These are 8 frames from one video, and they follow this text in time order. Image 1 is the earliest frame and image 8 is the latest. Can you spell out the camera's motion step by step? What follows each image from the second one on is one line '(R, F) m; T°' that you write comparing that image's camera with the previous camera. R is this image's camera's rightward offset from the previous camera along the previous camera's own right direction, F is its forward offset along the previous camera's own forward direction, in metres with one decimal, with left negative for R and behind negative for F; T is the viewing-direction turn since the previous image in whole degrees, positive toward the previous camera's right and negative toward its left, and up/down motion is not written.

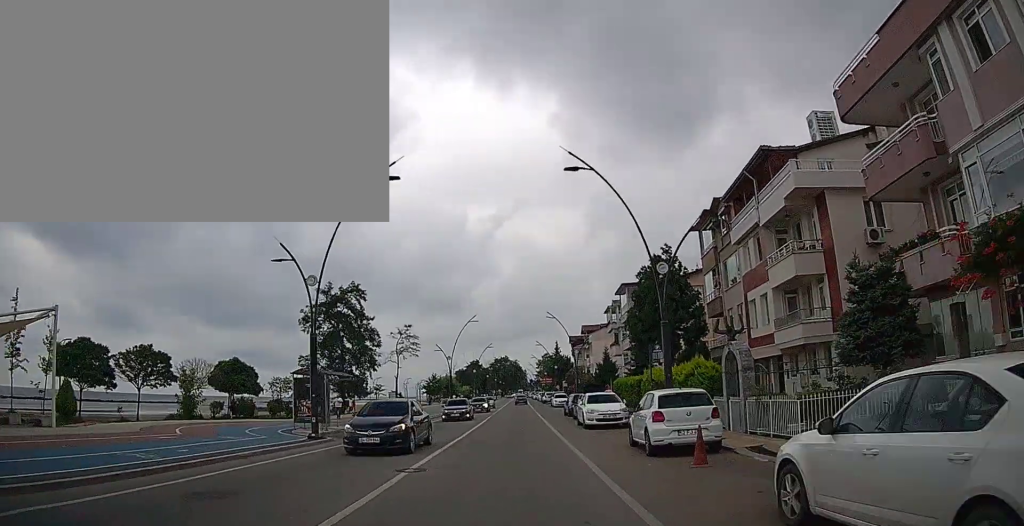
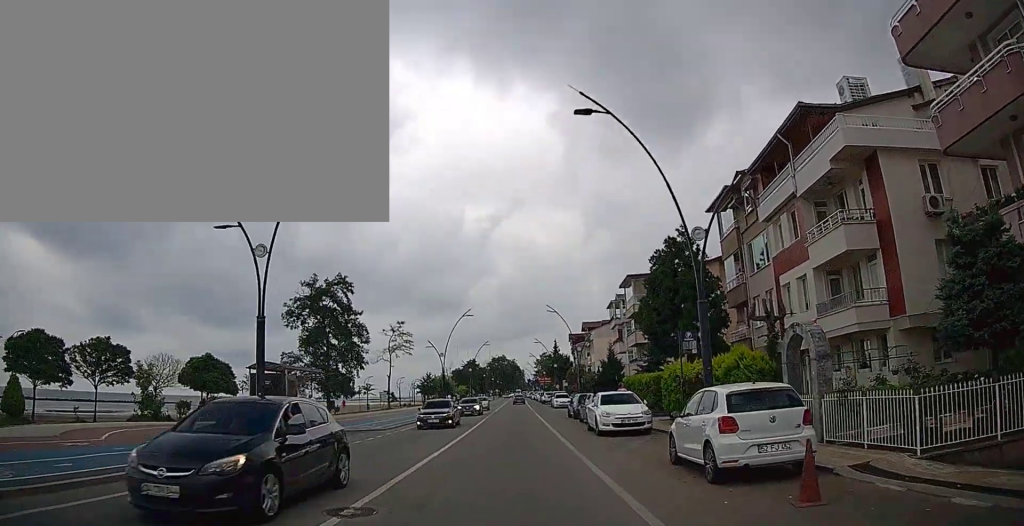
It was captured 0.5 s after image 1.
(0.0, +4.1) m; 0°
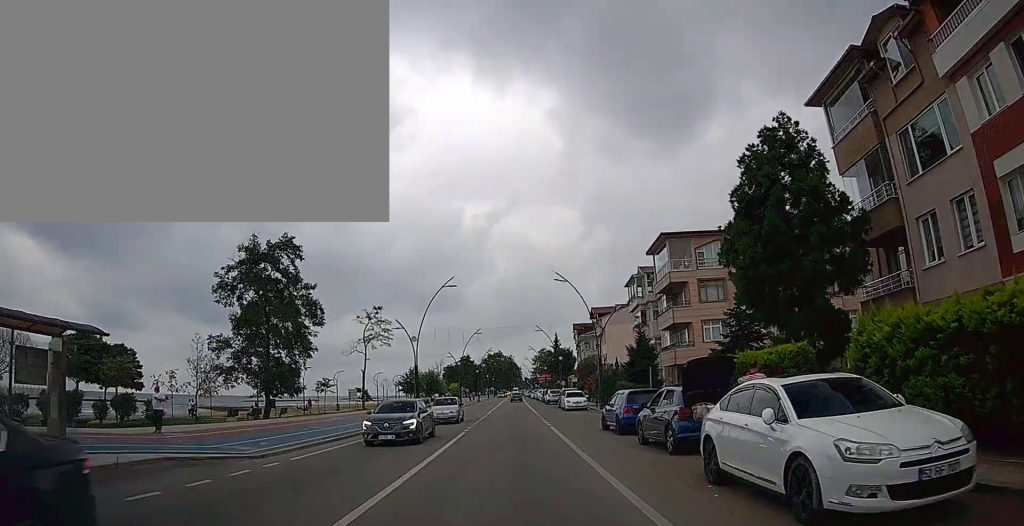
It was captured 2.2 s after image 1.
(0.0, +13.9) m; -1°
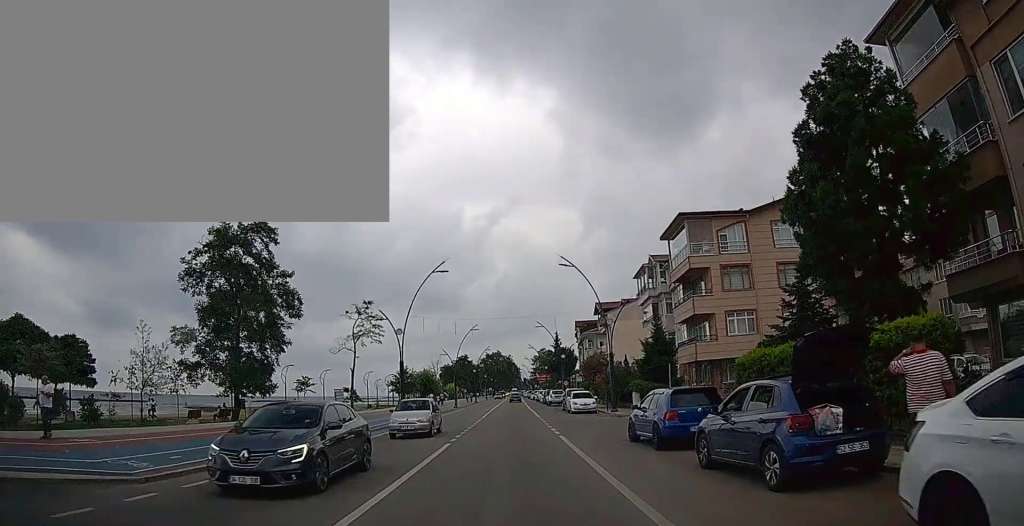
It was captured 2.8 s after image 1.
(0.0, +4.9) m; -1°
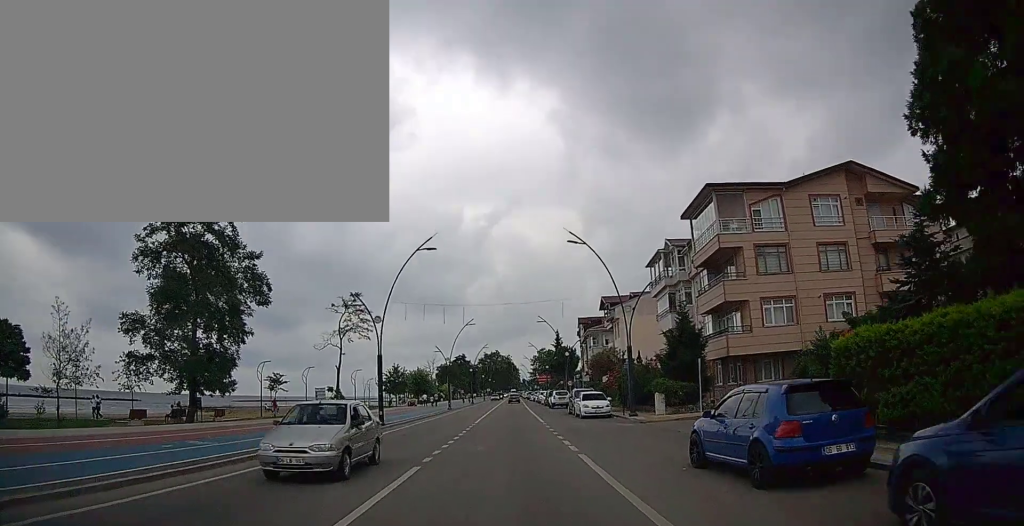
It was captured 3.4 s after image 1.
(-0.1, +5.4) m; 0°
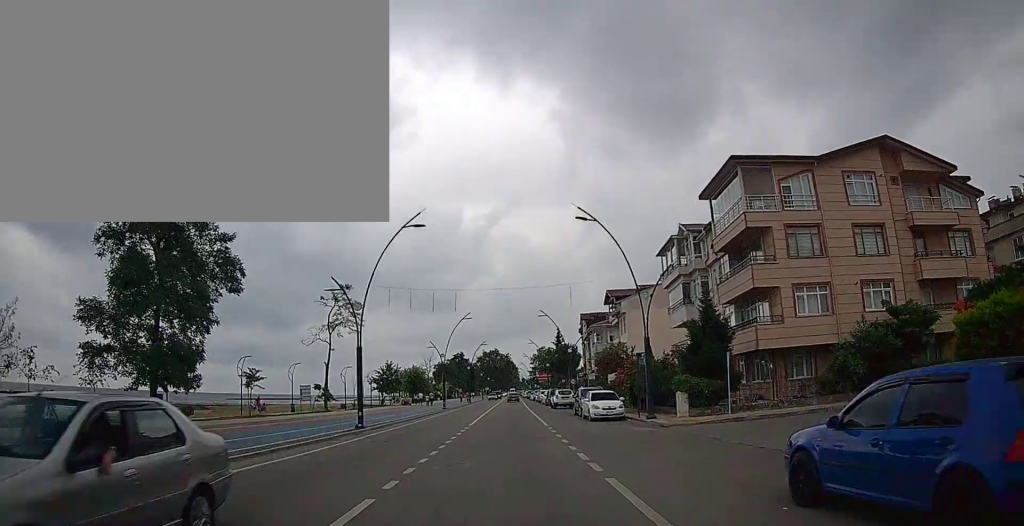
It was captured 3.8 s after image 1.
(0.0, +4.2) m; 0°
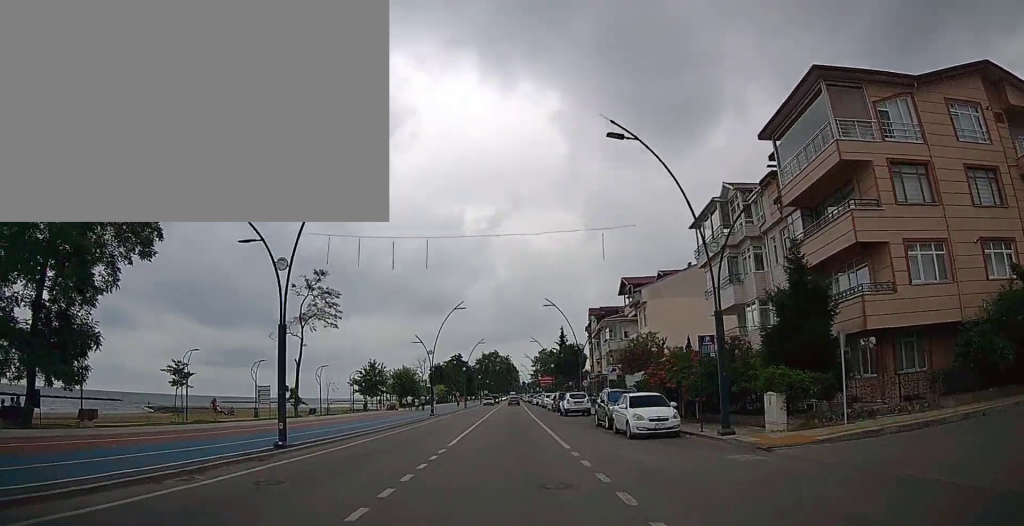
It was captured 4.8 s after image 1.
(+0.1, +8.8) m; 0°
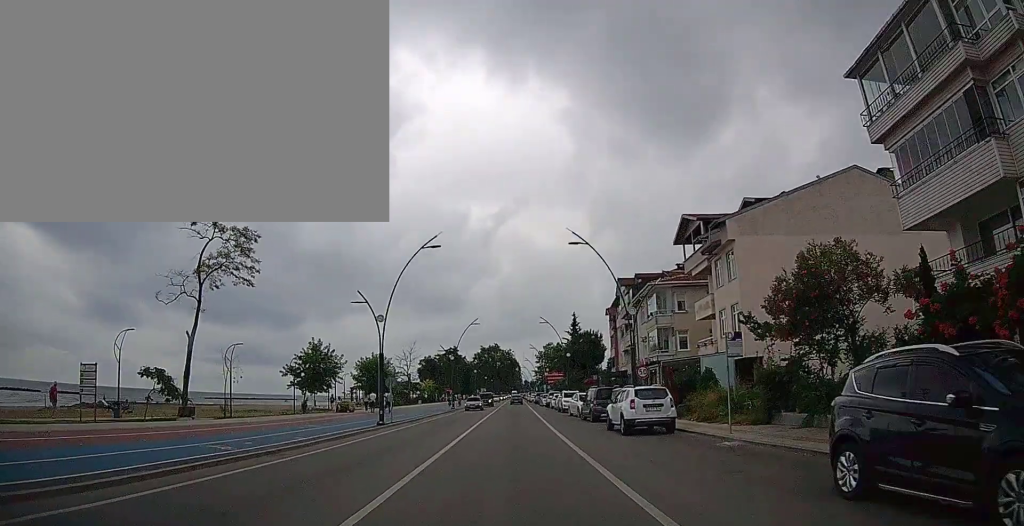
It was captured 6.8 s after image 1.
(-0.3, +19.2) m; -1°
